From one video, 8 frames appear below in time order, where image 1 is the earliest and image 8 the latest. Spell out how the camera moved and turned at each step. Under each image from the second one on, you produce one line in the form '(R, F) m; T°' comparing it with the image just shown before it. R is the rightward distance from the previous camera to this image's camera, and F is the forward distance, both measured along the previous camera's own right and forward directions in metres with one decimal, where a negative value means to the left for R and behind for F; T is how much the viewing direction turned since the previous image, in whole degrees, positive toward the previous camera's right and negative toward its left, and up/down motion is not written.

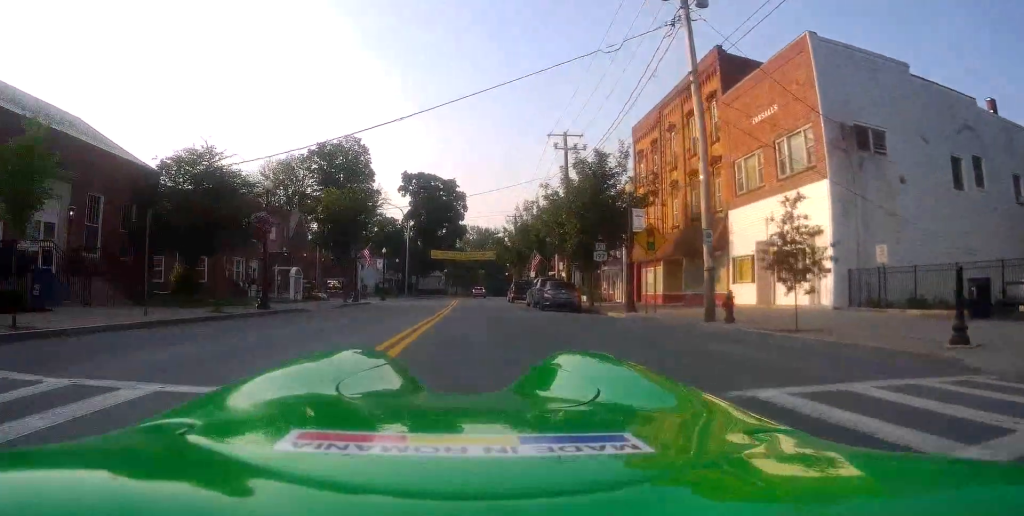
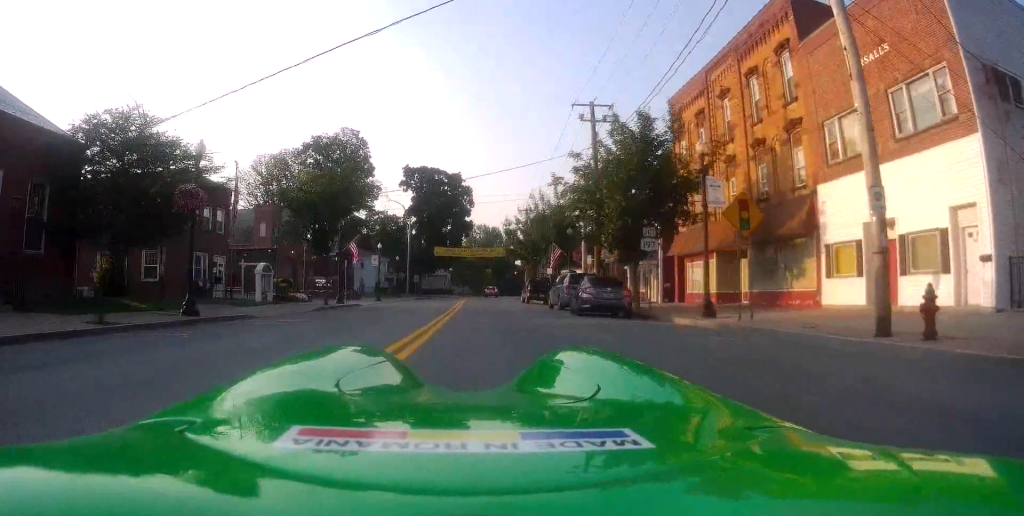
(+0.5, +7.3) m; -2°
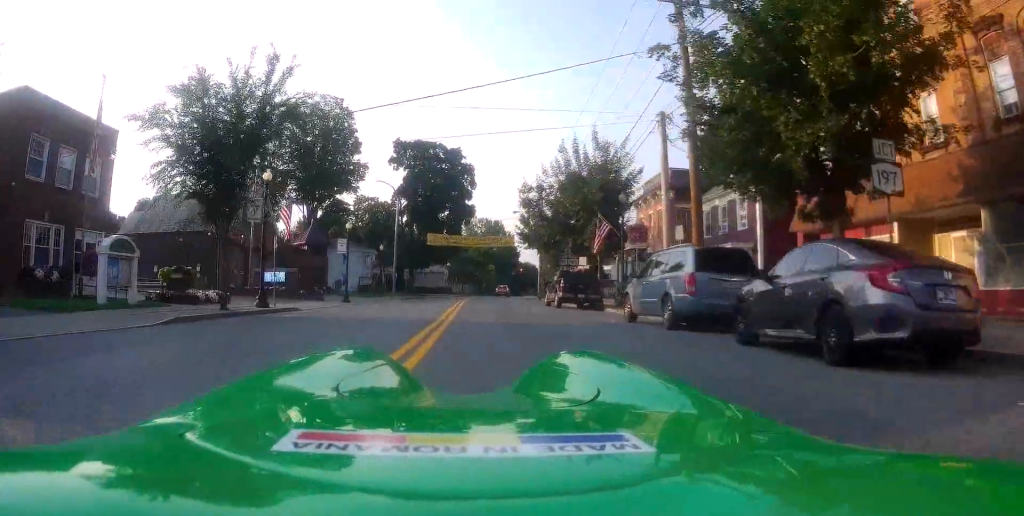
(-0.5, +14.2) m; 0°
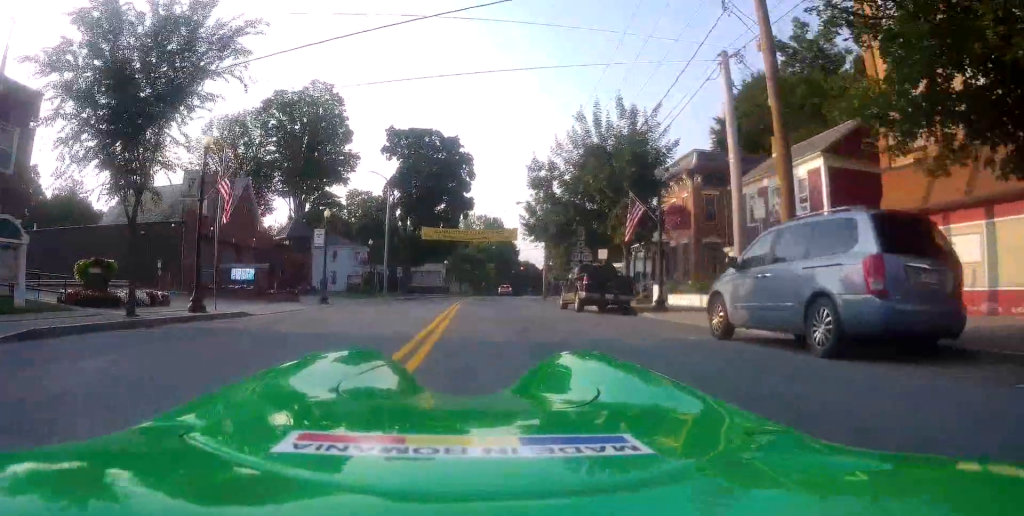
(+0.5, +5.6) m; +1°
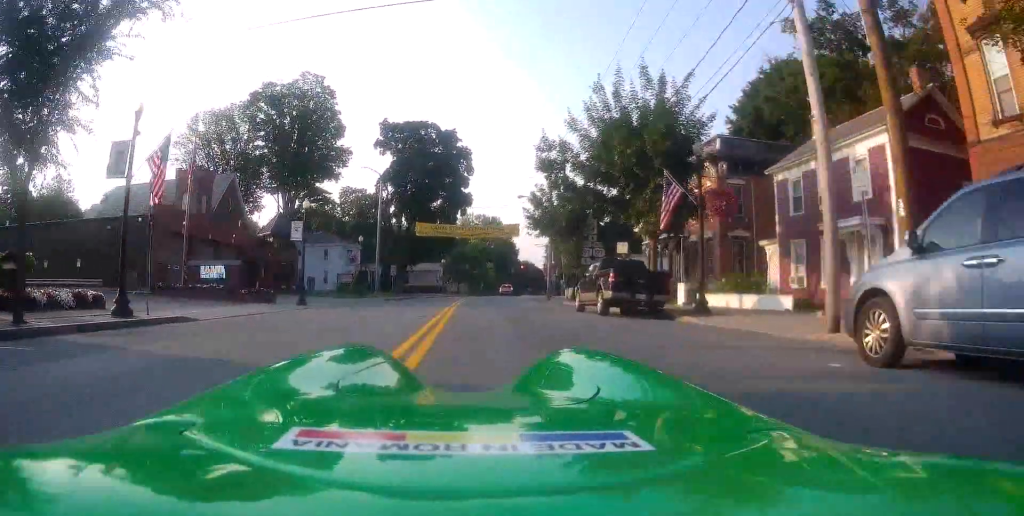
(-0.3, +4.0) m; 0°
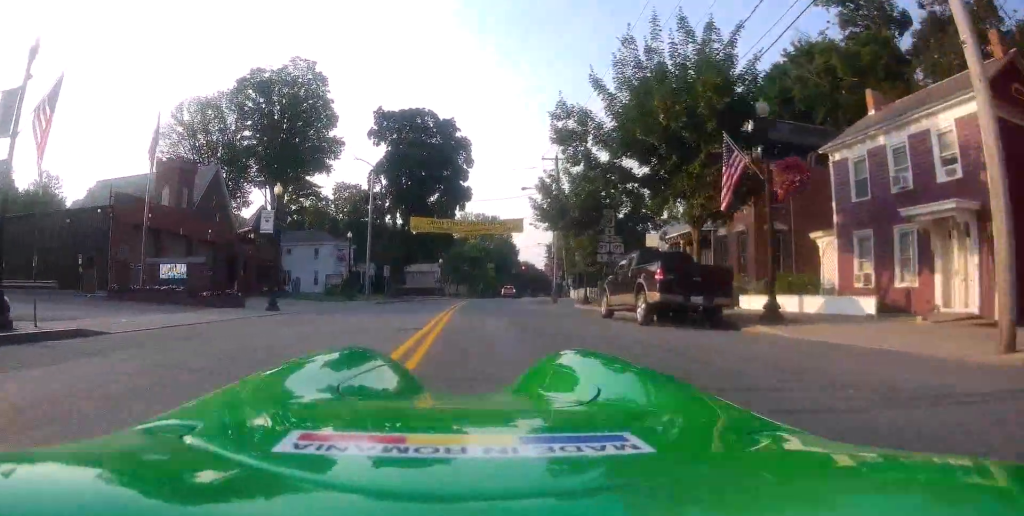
(-0.3, +4.3) m; 0°
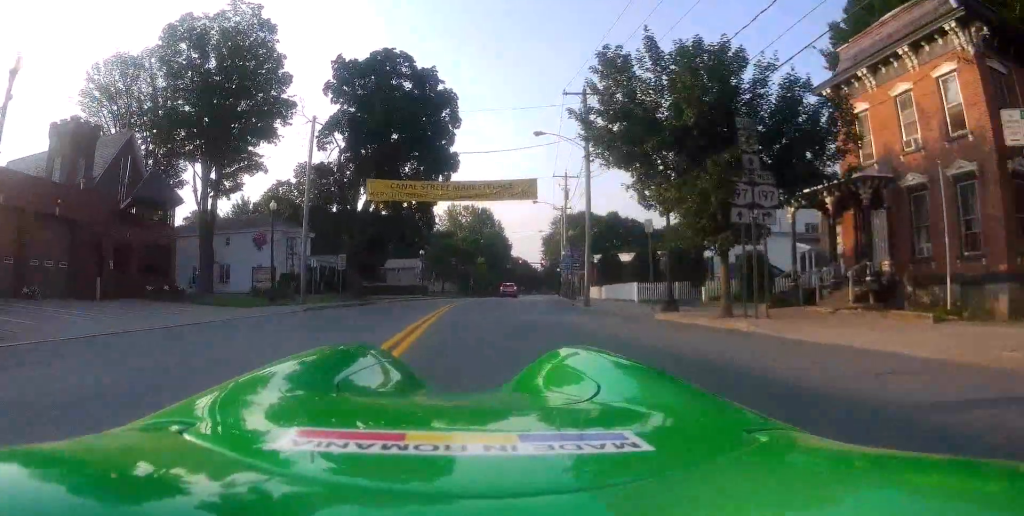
(+0.6, +16.0) m; 0°
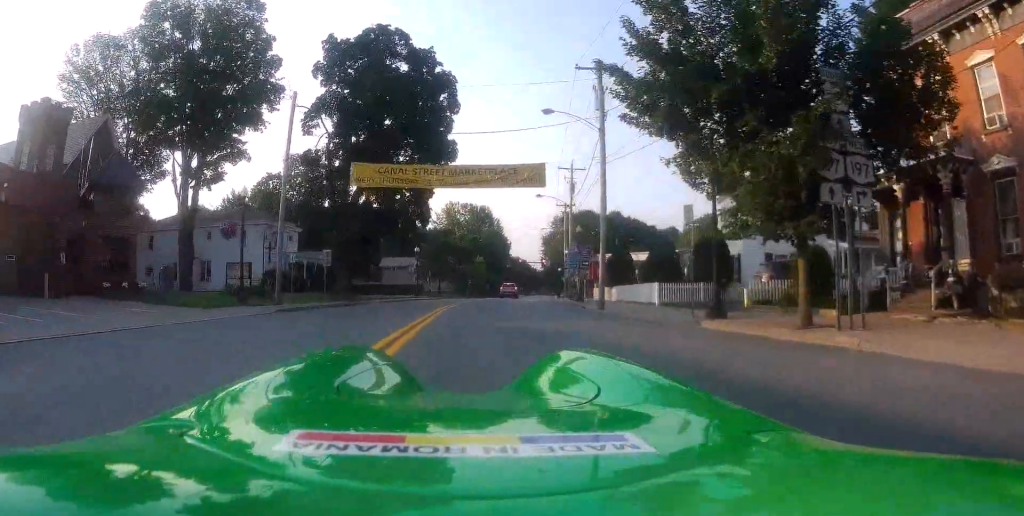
(0.0, +3.8) m; +1°
